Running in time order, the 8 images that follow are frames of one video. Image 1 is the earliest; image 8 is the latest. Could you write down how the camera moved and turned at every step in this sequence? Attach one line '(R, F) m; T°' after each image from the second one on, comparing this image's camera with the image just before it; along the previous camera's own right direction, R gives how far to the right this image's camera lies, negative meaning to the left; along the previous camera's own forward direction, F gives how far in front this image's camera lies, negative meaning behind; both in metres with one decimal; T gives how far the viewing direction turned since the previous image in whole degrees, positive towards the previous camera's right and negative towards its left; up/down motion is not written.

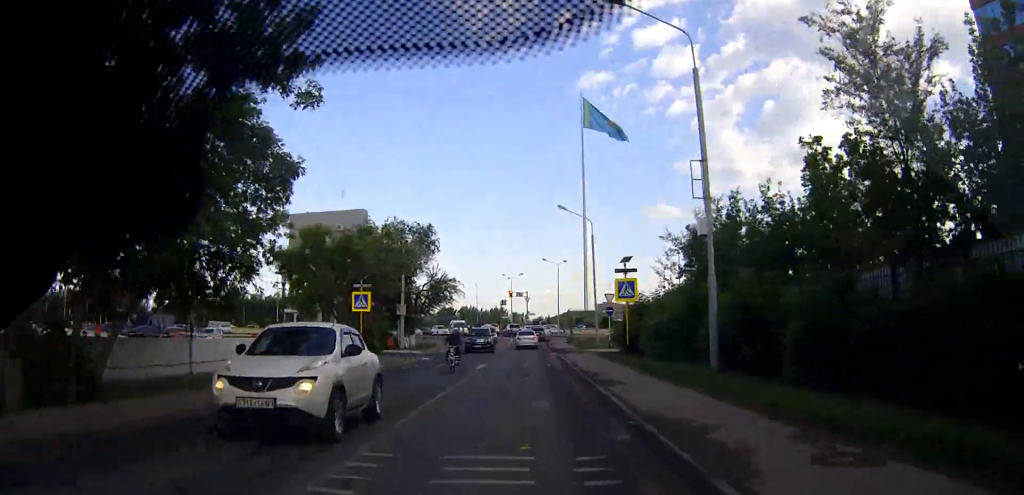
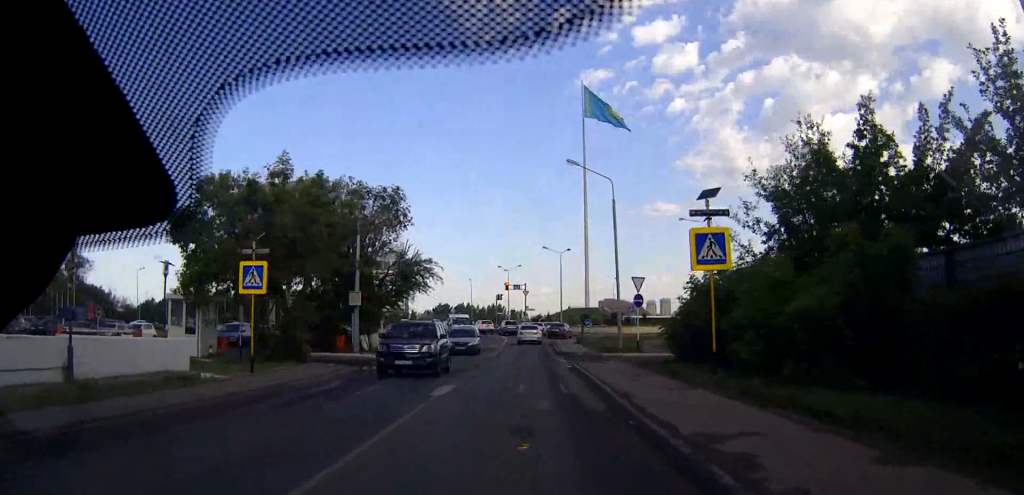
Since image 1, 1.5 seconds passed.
(0.0, +14.4) m; 0°
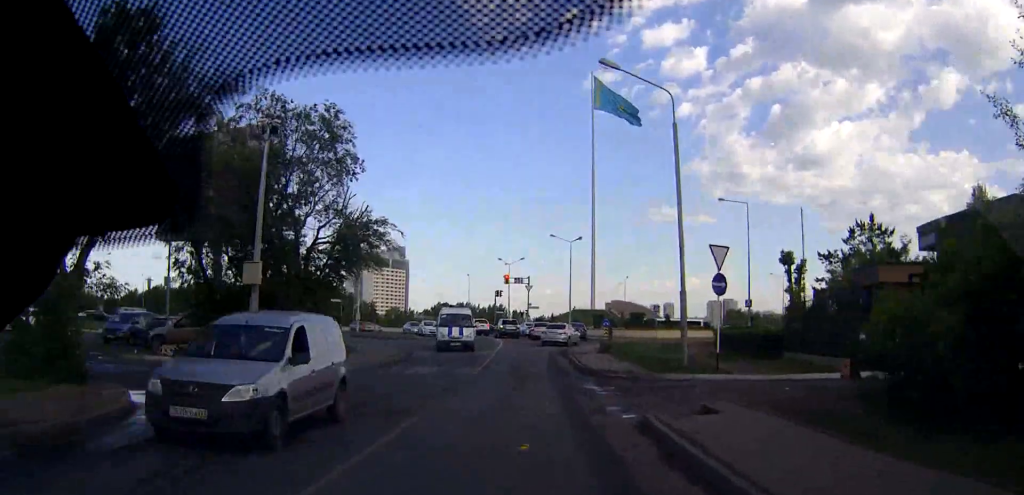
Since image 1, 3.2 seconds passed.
(-0.2, +15.7) m; -1°
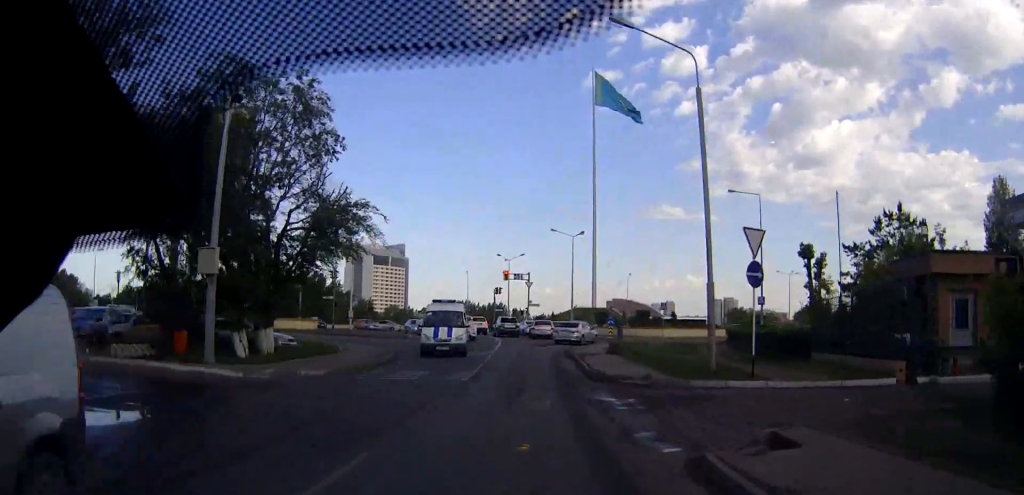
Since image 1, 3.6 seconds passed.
(-0.1, +3.7) m; 0°
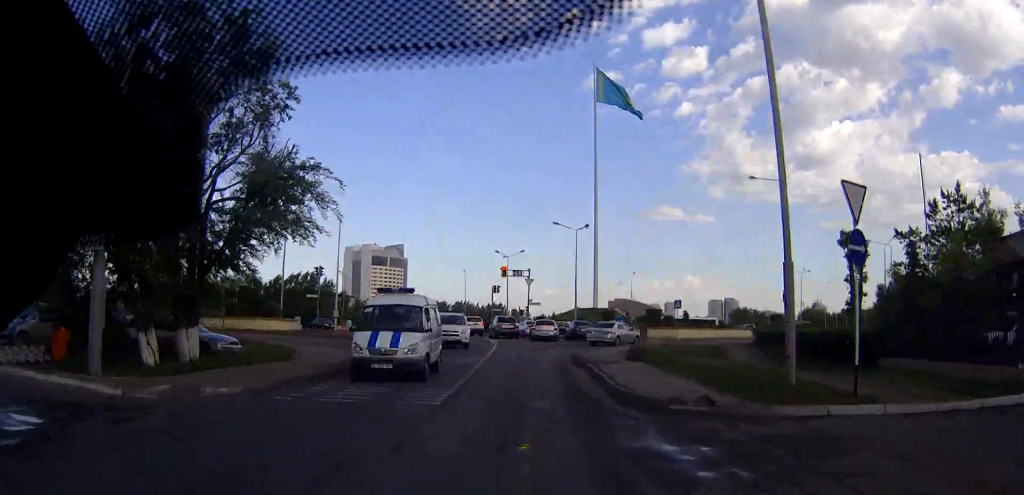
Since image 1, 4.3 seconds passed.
(+0.1, +6.4) m; +1°
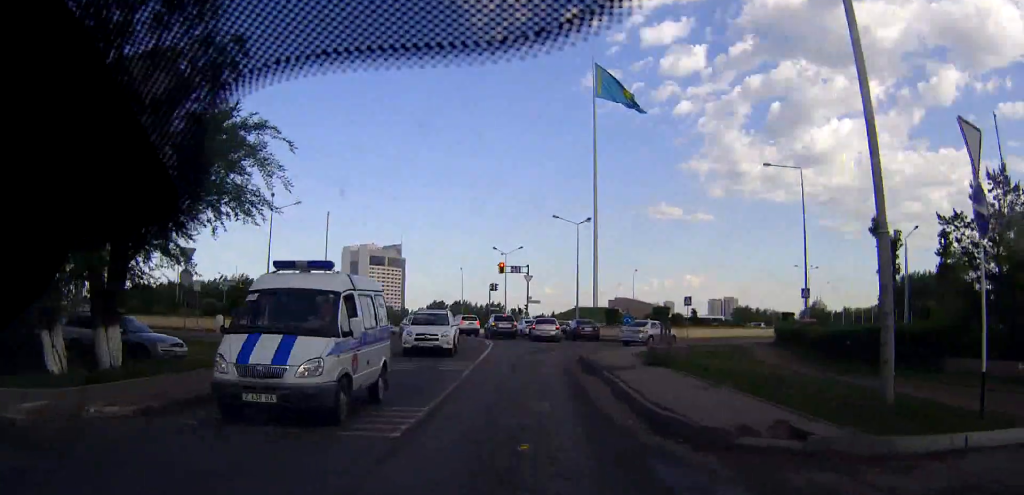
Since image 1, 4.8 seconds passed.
(+0.1, +4.2) m; +1°
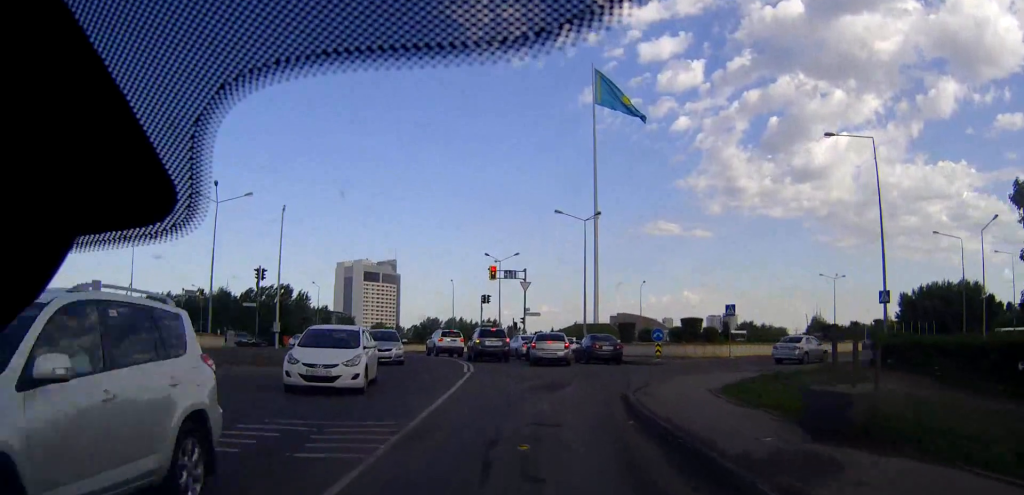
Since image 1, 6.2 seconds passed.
(-0.1, +13.0) m; -1°
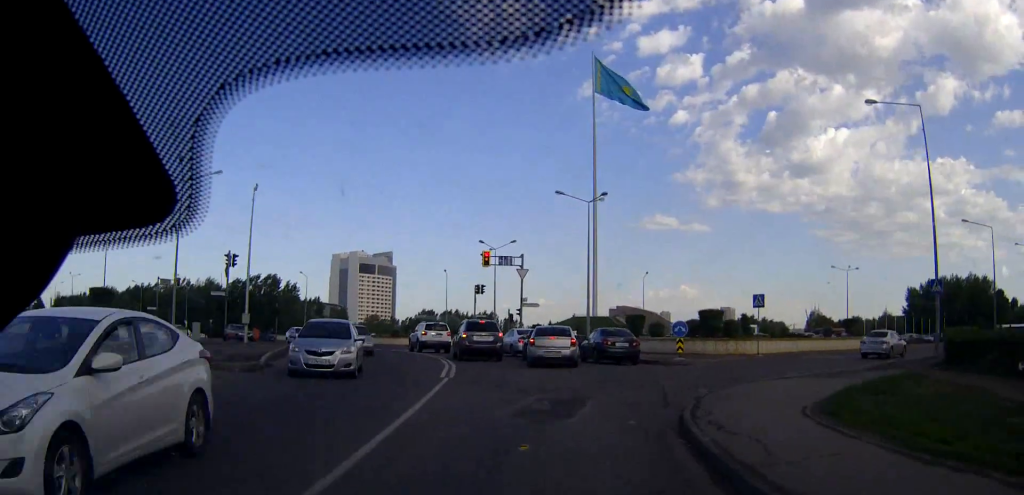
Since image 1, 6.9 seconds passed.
(-0.1, +6.2) m; 0°
